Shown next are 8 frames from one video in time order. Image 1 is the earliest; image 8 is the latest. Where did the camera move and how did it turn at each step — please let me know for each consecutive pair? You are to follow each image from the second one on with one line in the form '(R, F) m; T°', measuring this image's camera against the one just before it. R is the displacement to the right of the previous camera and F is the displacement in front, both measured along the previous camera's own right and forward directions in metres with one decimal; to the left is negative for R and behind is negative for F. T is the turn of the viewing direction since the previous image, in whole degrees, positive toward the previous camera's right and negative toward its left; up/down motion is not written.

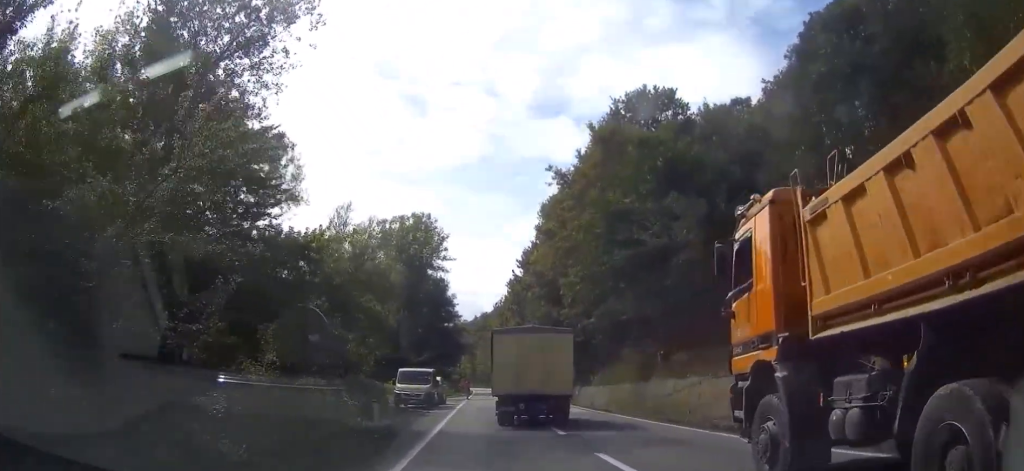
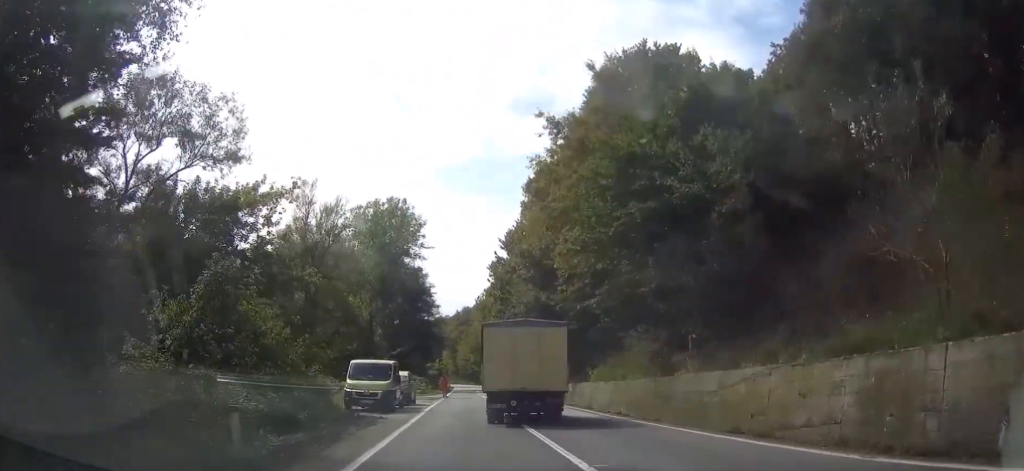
(0.0, +8.0) m; 0°
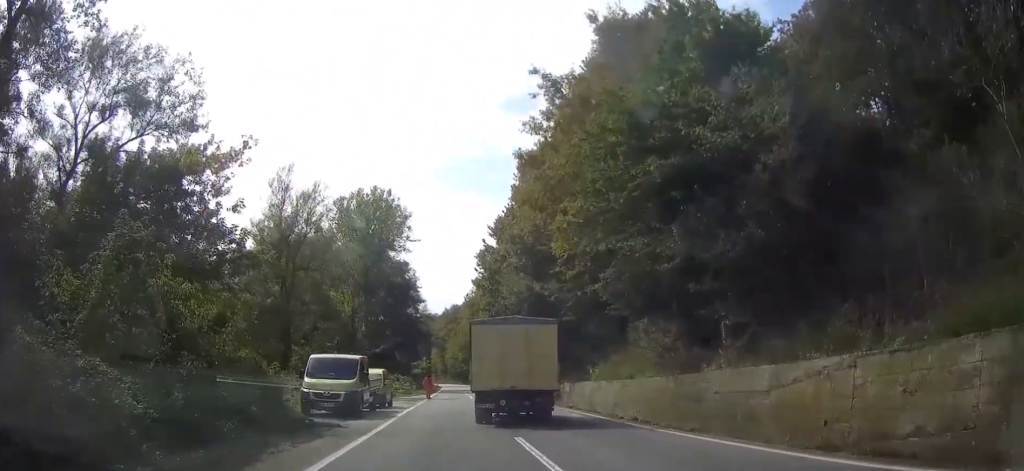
(0.0, +4.8) m; 0°
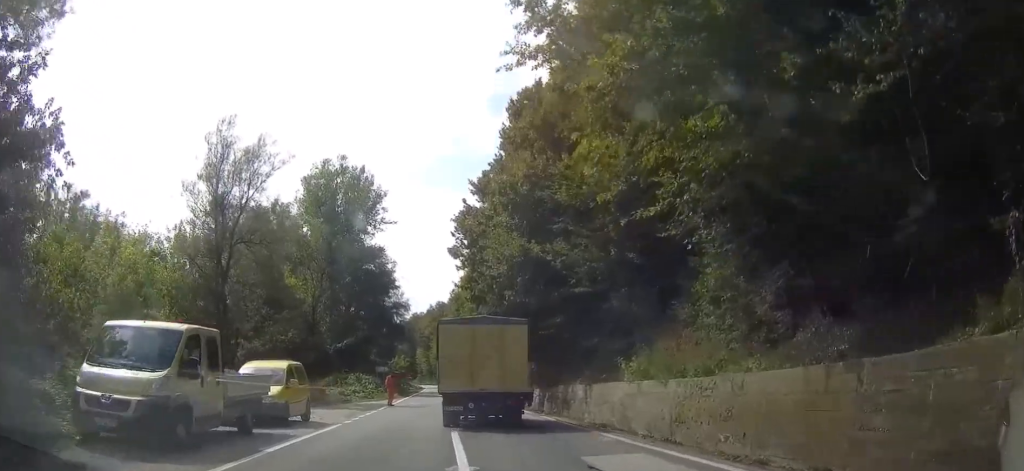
(-0.1, +13.0) m; 0°
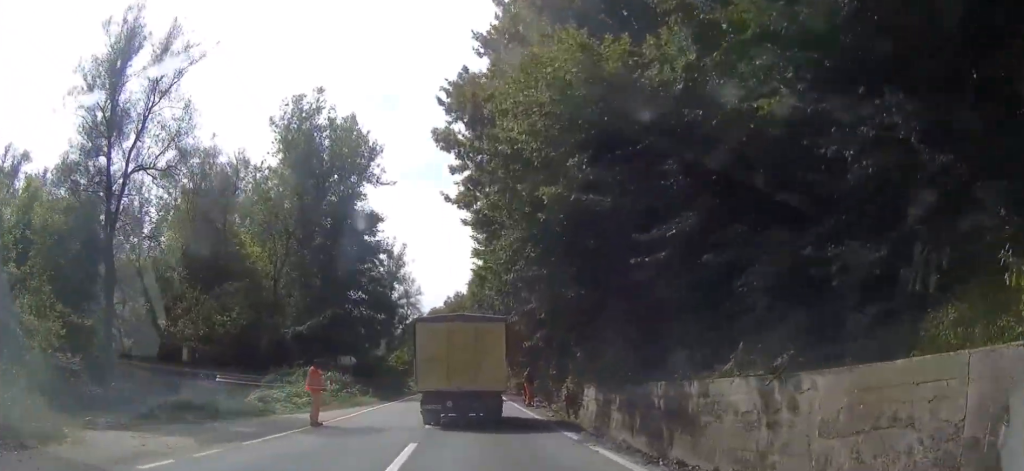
(0.0, +19.1) m; 0°
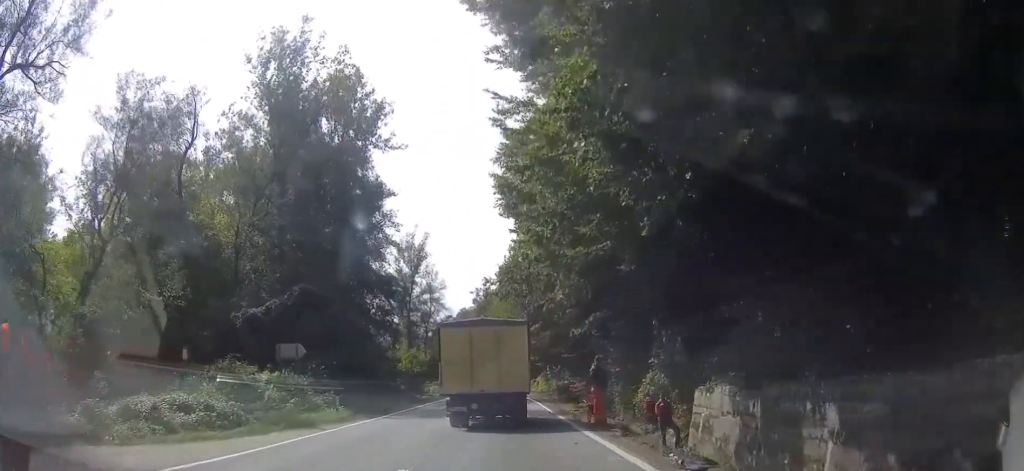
(0.0, +14.2) m; 0°
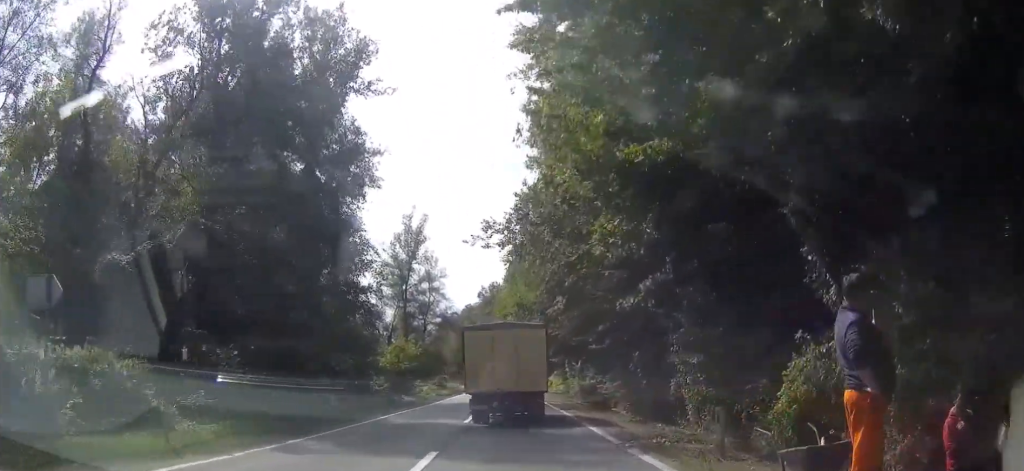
(0.0, +13.3) m; 0°
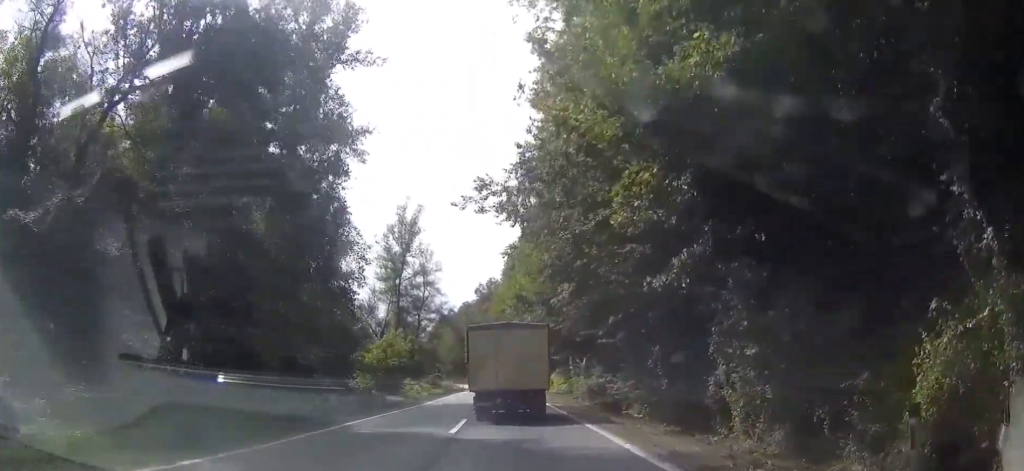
(0.0, +5.0) m; 0°
